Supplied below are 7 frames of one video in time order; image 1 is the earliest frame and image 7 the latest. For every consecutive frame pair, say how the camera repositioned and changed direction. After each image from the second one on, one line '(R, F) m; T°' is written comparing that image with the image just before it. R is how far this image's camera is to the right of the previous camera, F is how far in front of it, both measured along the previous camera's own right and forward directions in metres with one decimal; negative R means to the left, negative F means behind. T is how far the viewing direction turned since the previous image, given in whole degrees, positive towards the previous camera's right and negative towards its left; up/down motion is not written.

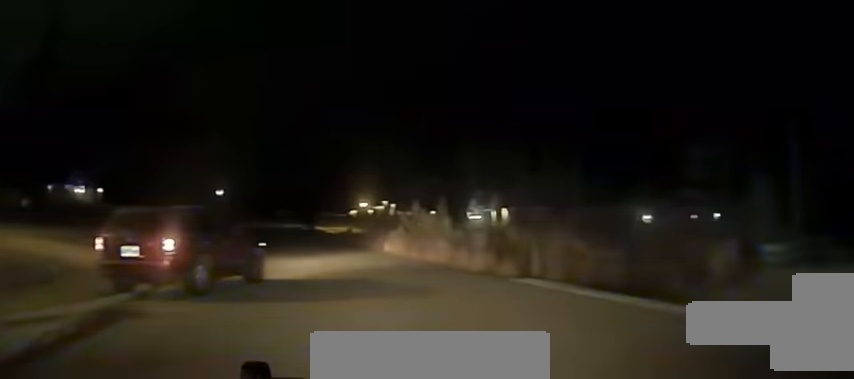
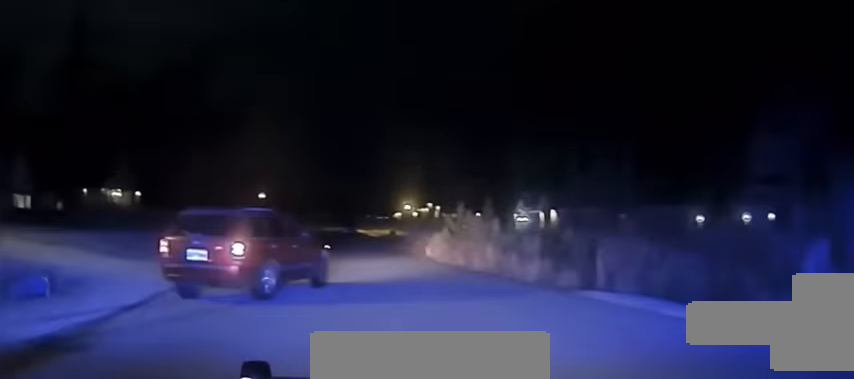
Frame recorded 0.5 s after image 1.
(-0.1, +2.6) m; -2°
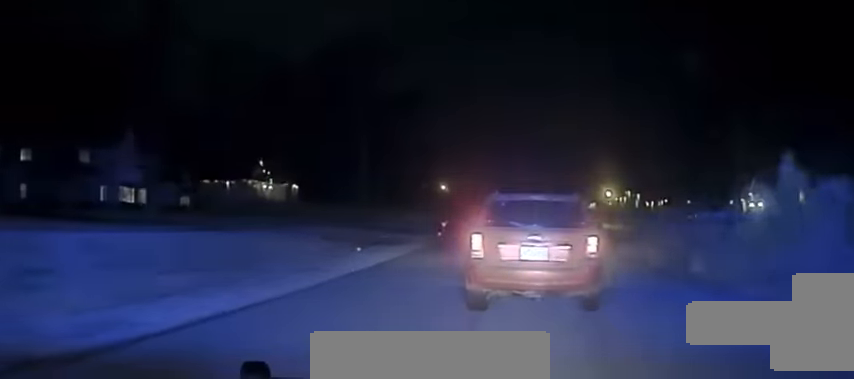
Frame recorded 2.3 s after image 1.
(-2.2, +14.9) m; -14°
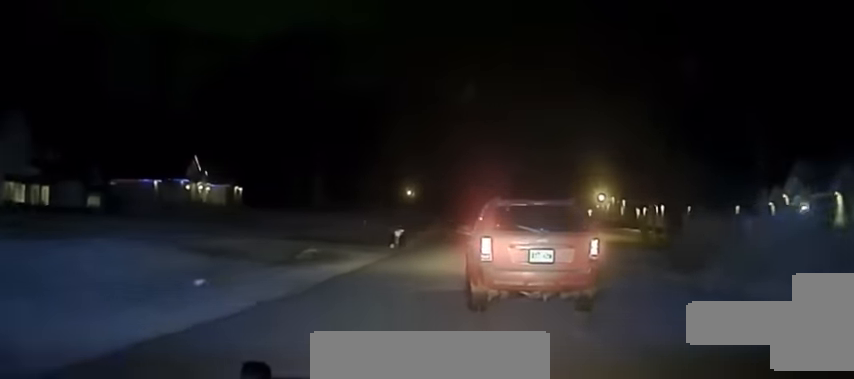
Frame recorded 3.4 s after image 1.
(-0.2, +15.2) m; -1°
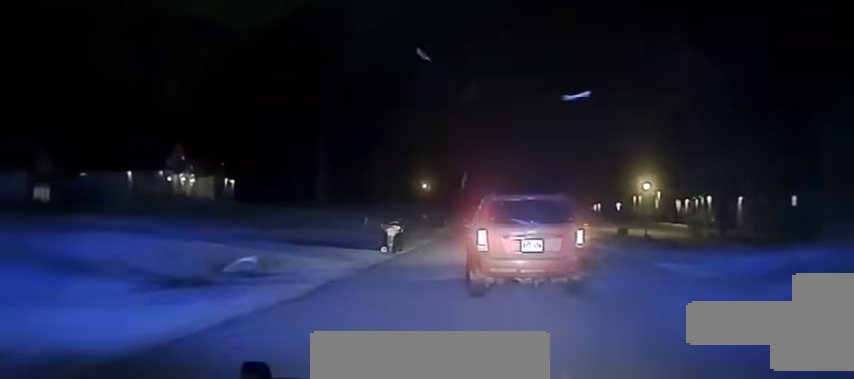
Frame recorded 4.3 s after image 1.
(0.0, +12.0) m; 0°
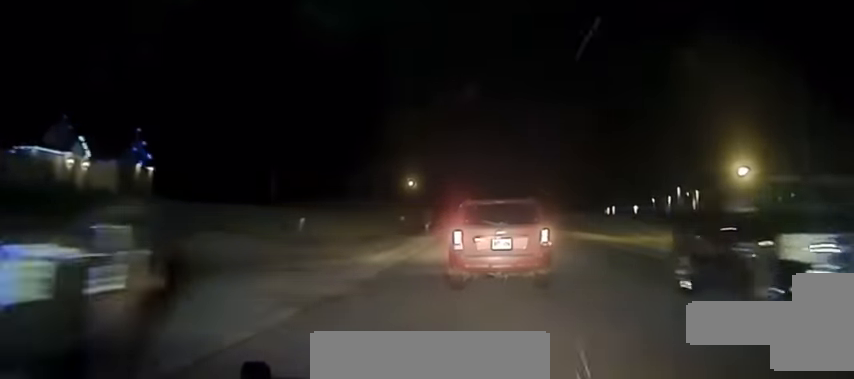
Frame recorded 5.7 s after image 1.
(0.0, +23.3) m; 0°
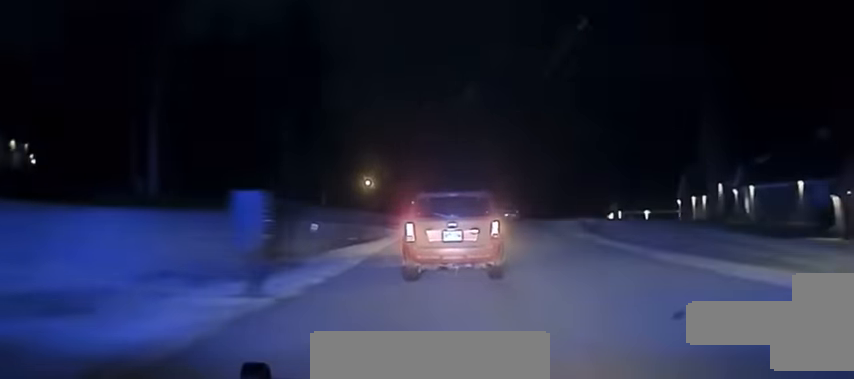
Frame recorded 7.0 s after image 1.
(+0.5, +27.2) m; +2°
